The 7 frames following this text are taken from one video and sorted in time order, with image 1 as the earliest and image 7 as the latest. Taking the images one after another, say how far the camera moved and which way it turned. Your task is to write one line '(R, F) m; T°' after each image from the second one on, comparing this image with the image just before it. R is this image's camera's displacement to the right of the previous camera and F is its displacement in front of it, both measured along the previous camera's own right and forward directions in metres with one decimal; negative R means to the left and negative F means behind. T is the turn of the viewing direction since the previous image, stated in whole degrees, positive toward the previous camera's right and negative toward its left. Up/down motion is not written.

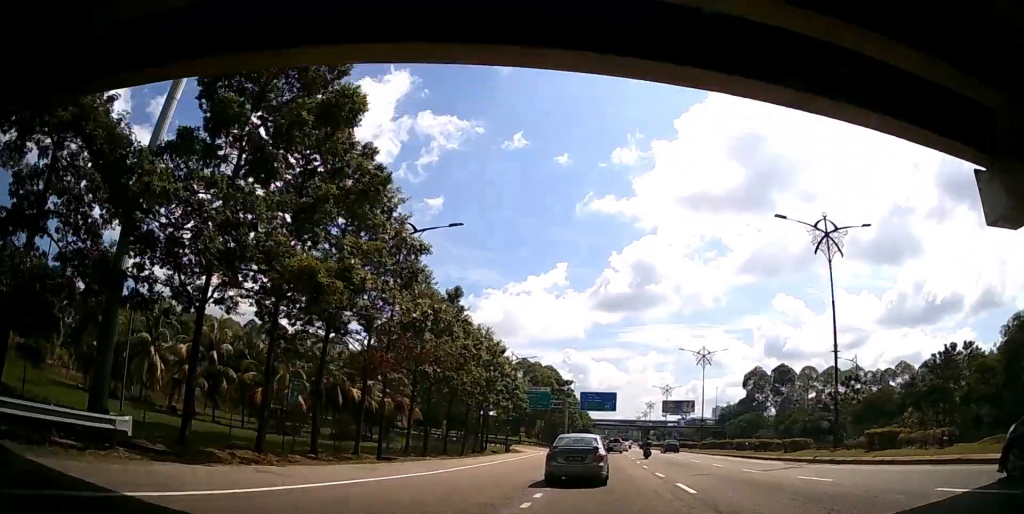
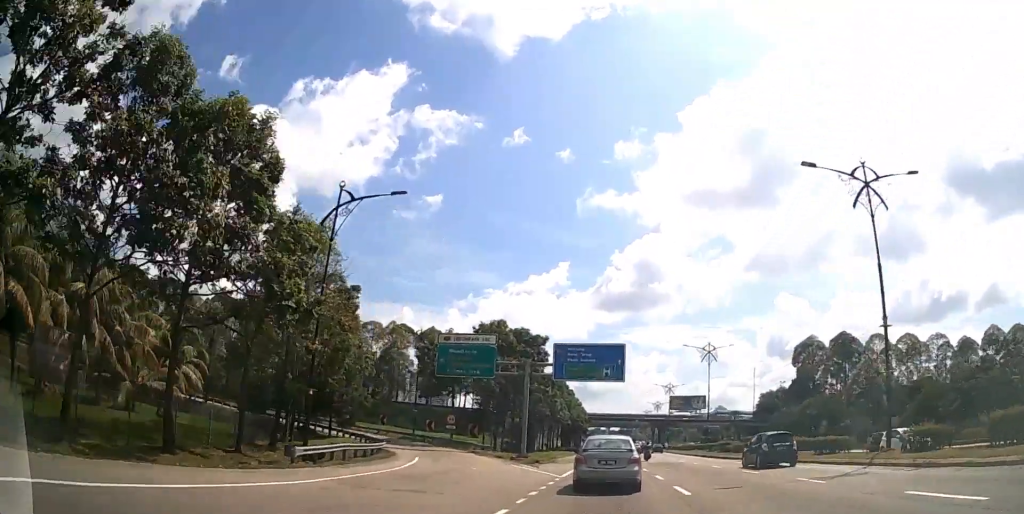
(+0.6, +47.5) m; +1°
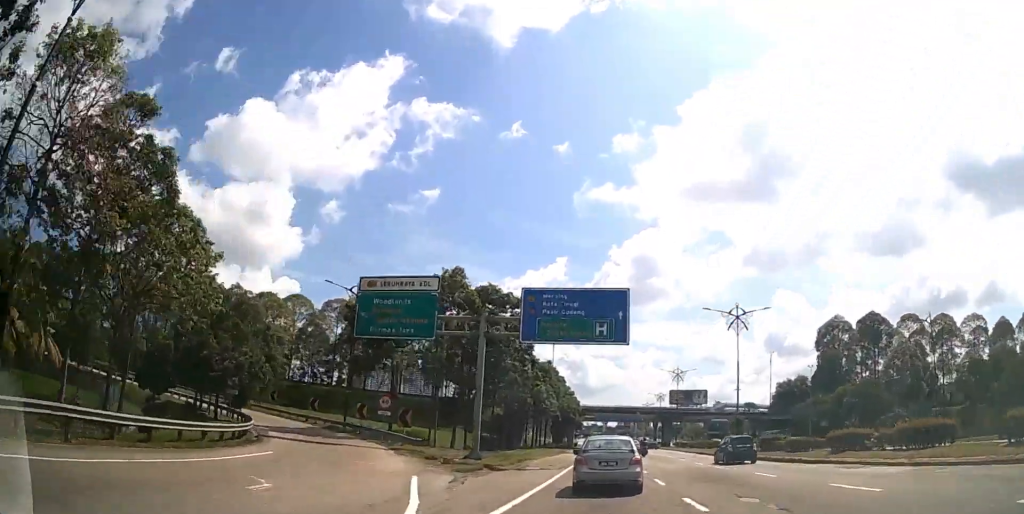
(0.0, +16.0) m; 0°
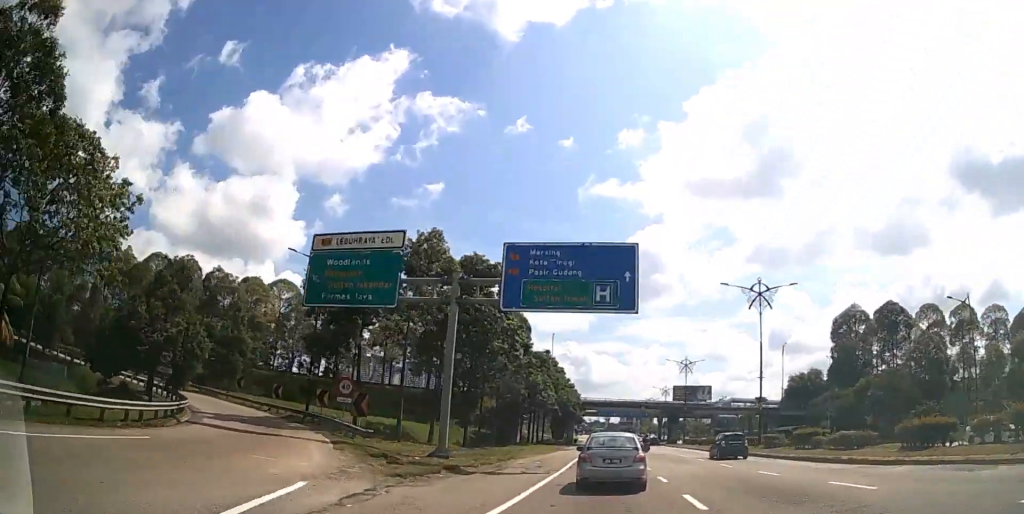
(0.0, +6.3) m; 0°
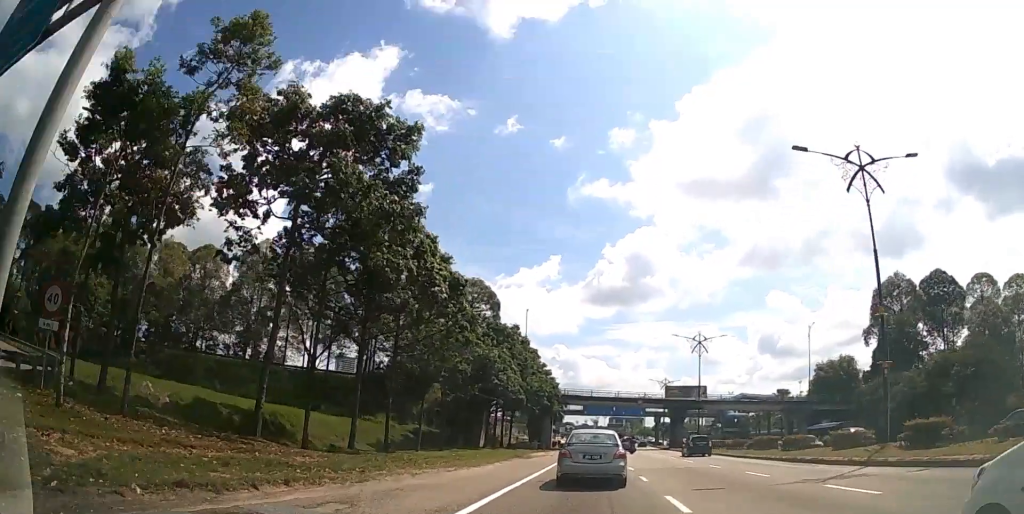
(+0.2, +21.3) m; +1°
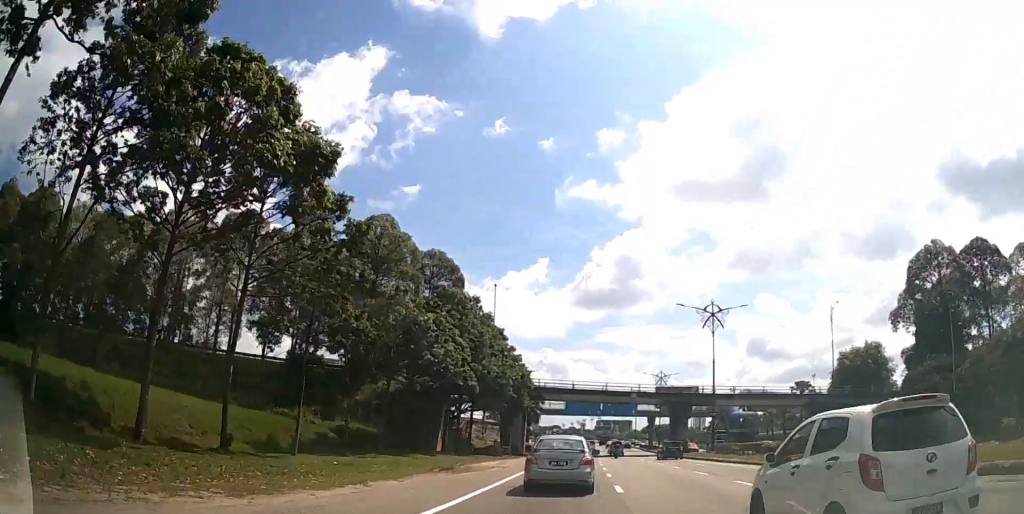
(0.0, +15.2) m; +1°
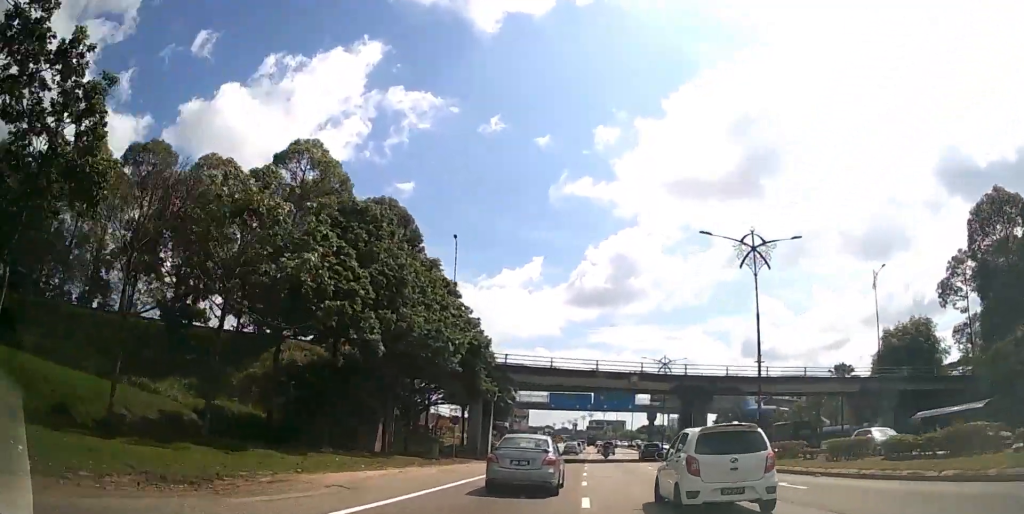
(+0.1, +16.7) m; +1°
